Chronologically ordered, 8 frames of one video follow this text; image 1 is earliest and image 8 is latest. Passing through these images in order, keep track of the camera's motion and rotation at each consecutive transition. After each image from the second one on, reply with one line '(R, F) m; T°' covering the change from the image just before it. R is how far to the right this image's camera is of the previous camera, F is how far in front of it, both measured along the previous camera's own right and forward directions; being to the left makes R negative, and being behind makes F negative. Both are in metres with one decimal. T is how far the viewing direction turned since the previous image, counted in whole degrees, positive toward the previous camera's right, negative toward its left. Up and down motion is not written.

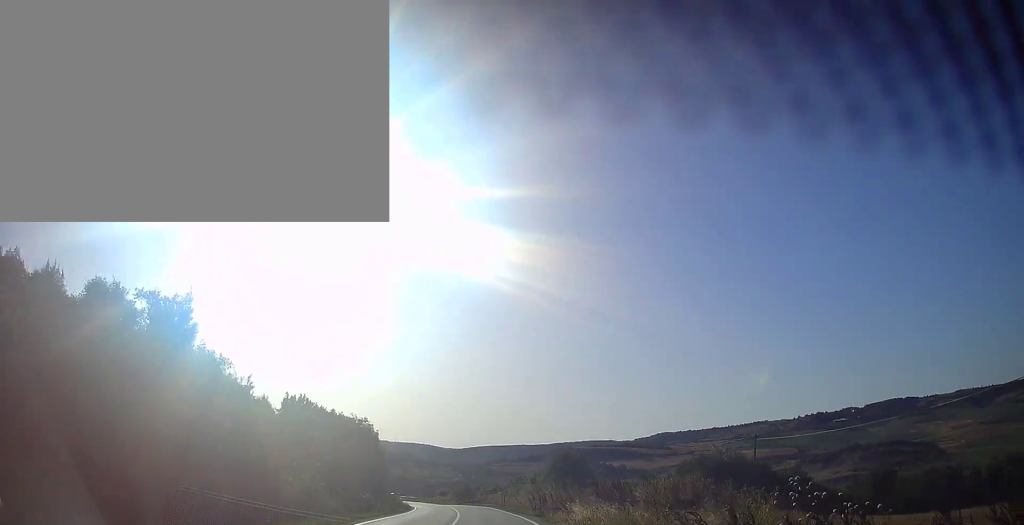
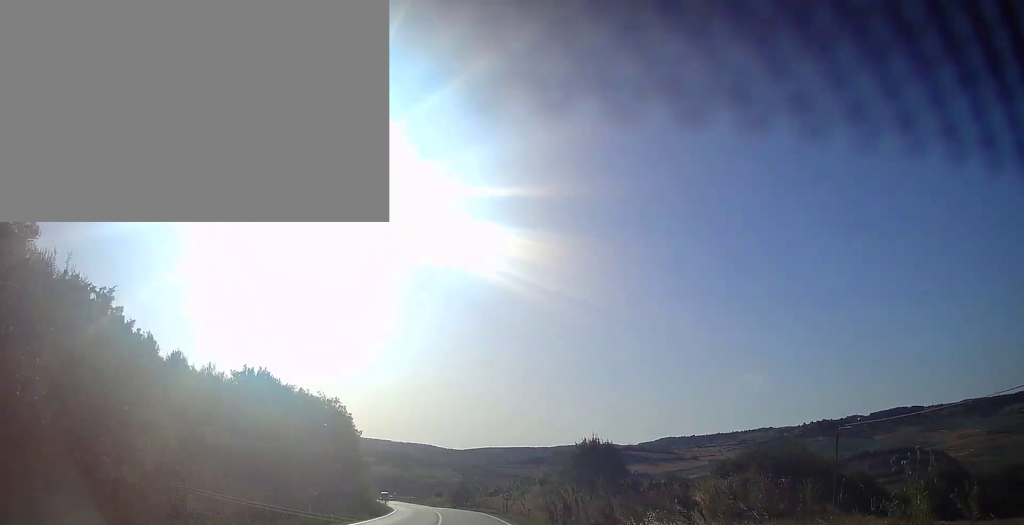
(0.0, +13.0) m; 0°
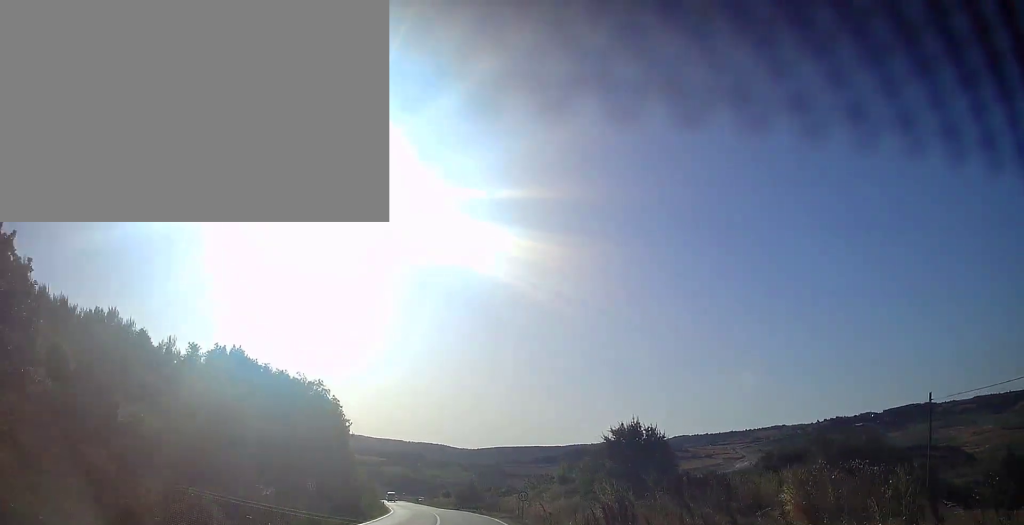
(0.0, +8.7) m; 0°
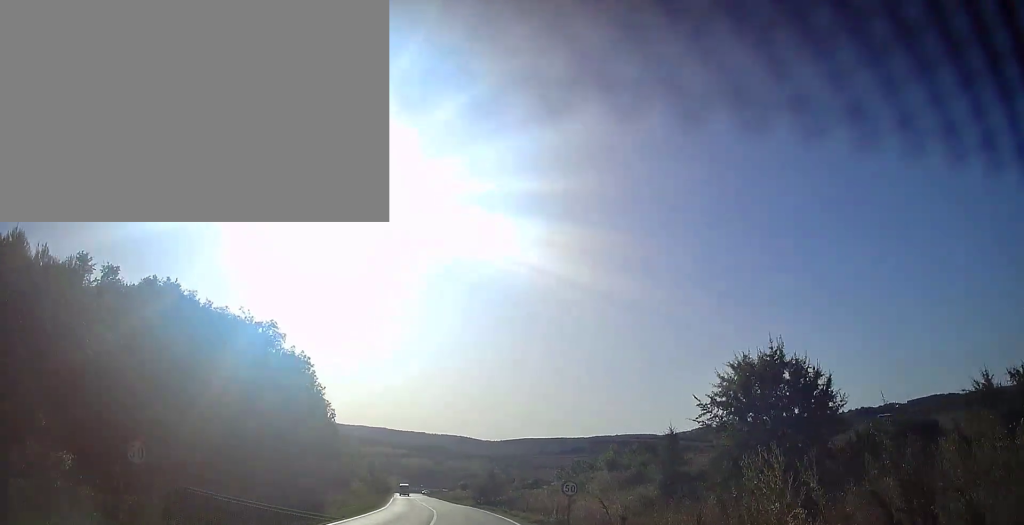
(0.0, +14.3) m; -1°
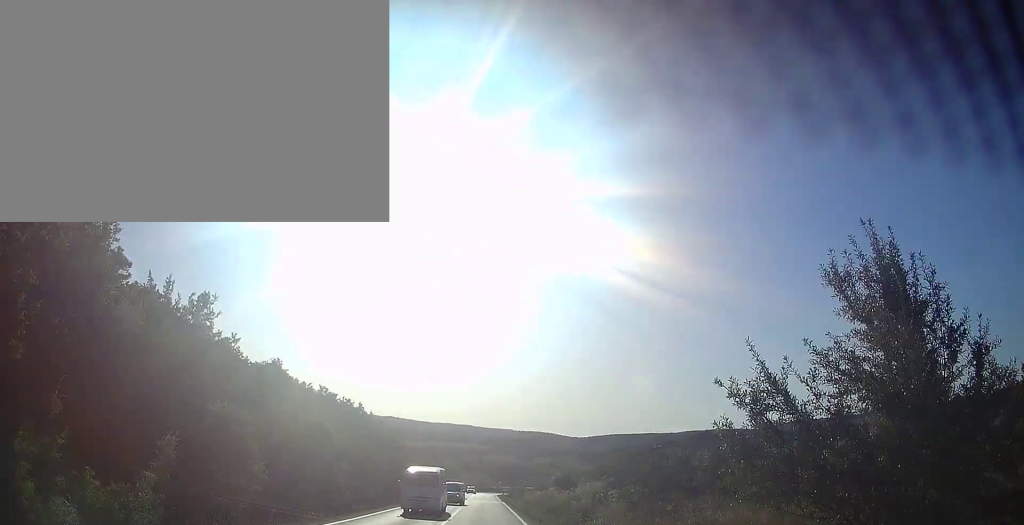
(-3.4, +49.2) m; -8°
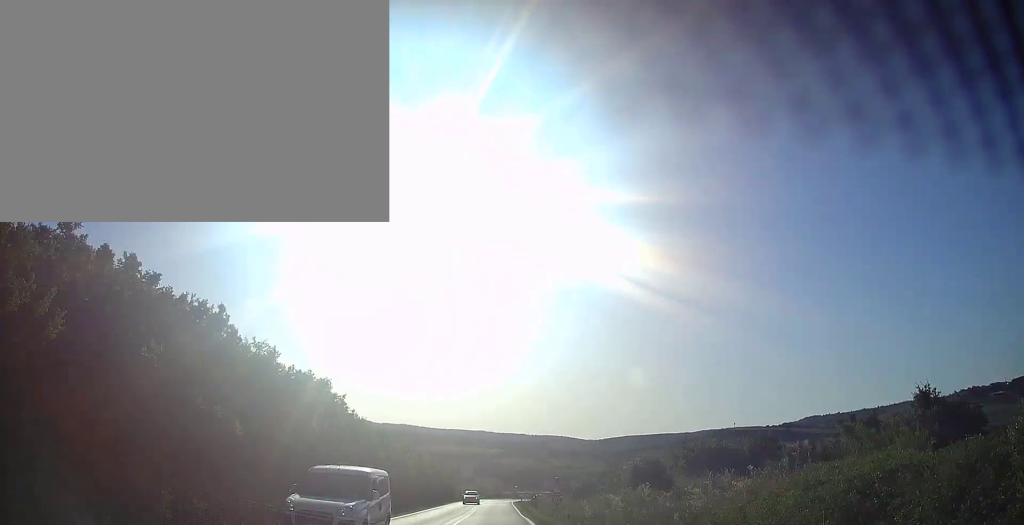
(-0.8, +27.1) m; -2°
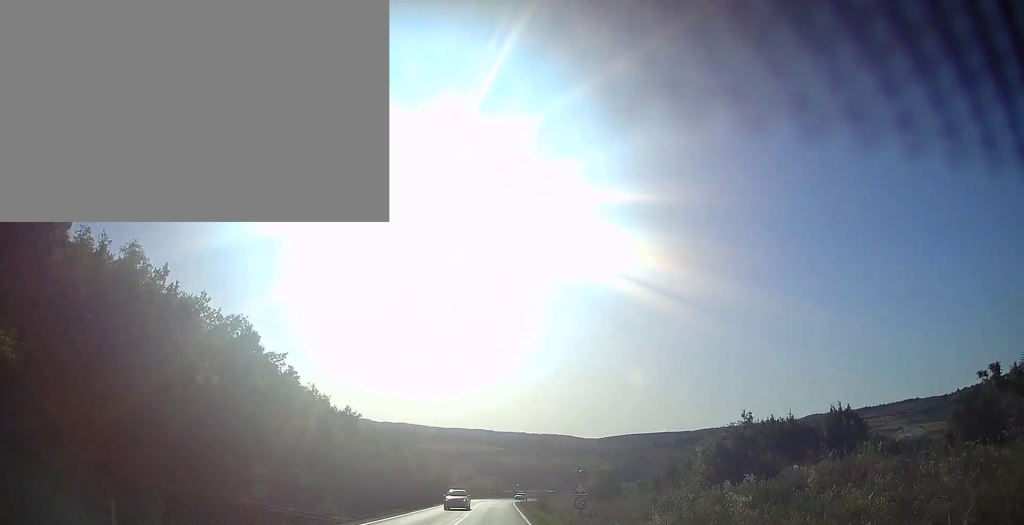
(-0.2, +11.7) m; 0°
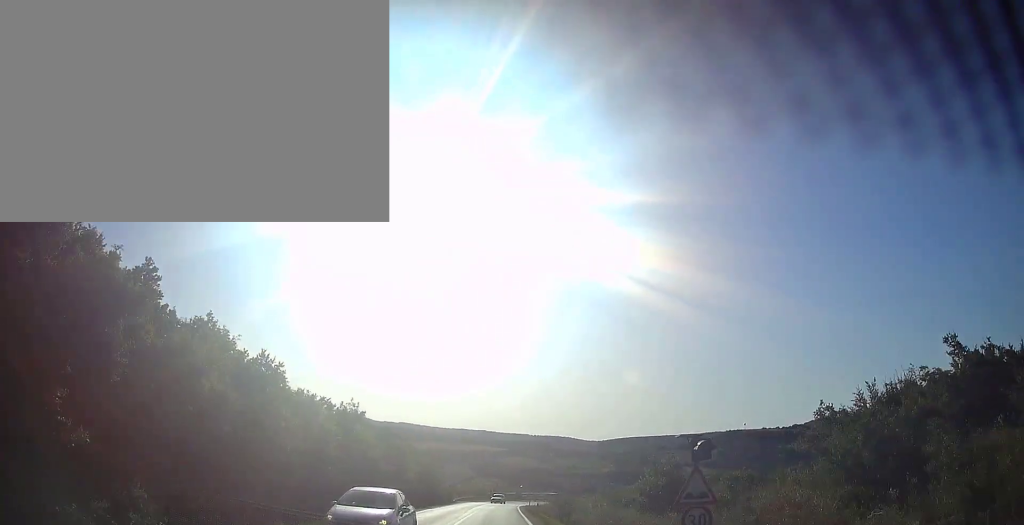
(+0.2, +15.5) m; 0°
